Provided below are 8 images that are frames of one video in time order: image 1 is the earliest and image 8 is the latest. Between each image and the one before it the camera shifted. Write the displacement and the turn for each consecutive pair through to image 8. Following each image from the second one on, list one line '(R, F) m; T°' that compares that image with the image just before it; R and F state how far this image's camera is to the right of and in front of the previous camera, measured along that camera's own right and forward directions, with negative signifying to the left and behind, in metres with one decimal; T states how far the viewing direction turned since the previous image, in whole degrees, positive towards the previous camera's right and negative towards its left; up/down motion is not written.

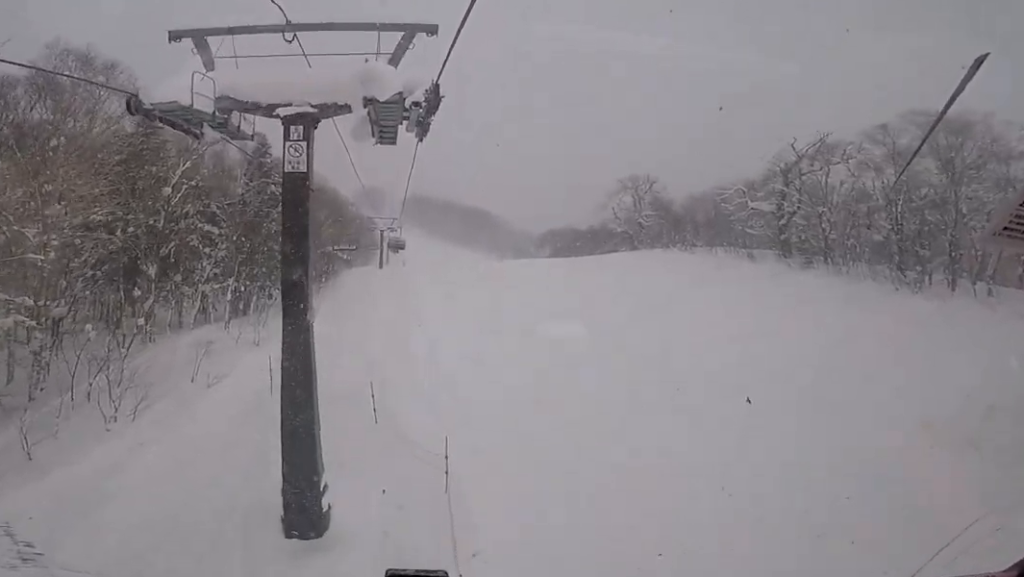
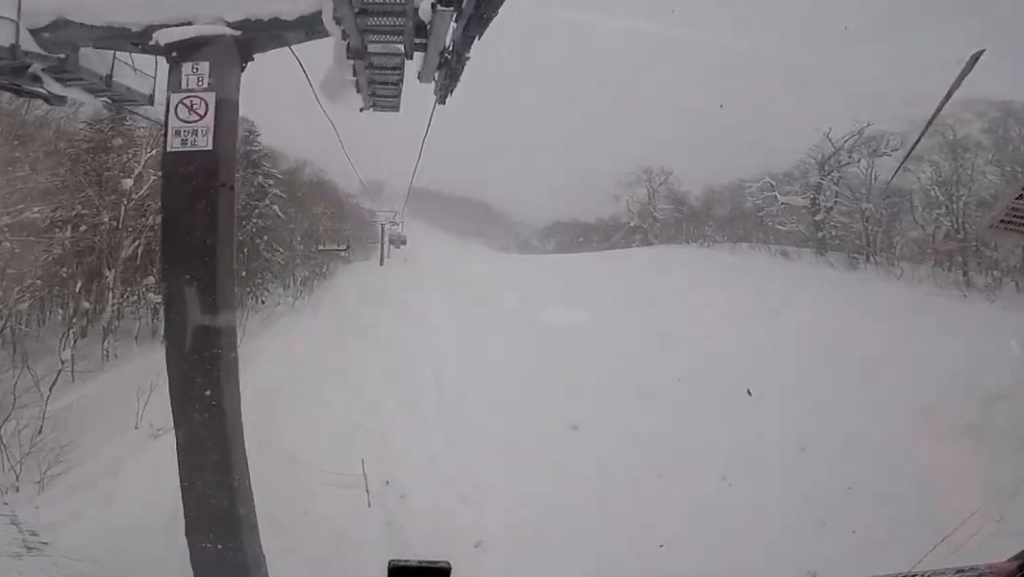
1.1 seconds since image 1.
(+0.5, +4.8) m; +3°
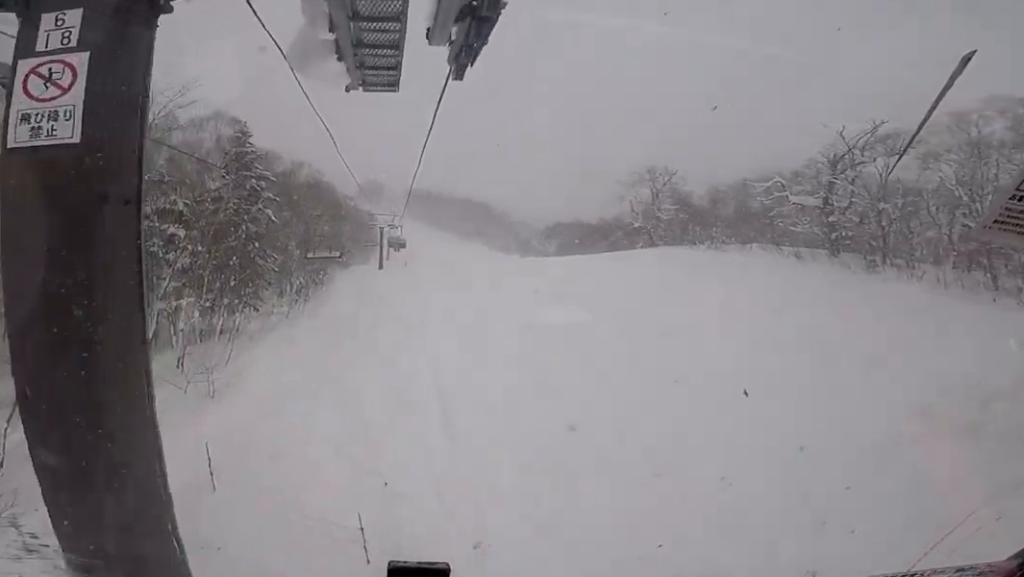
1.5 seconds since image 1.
(0.0, +1.9) m; 0°
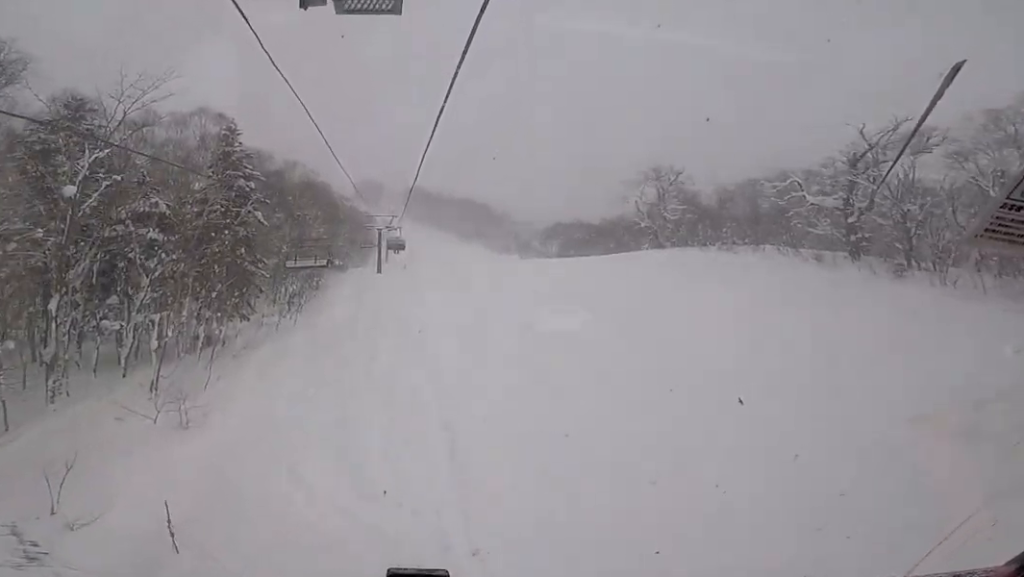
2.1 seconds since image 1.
(-0.4, +2.5) m; 0°
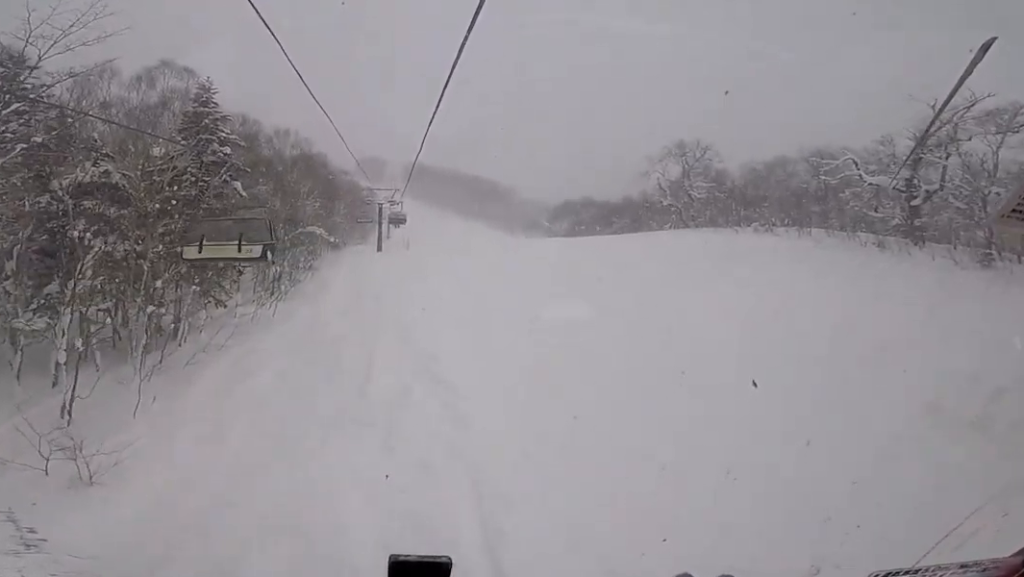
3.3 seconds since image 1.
(+0.5, +5.6) m; 0°
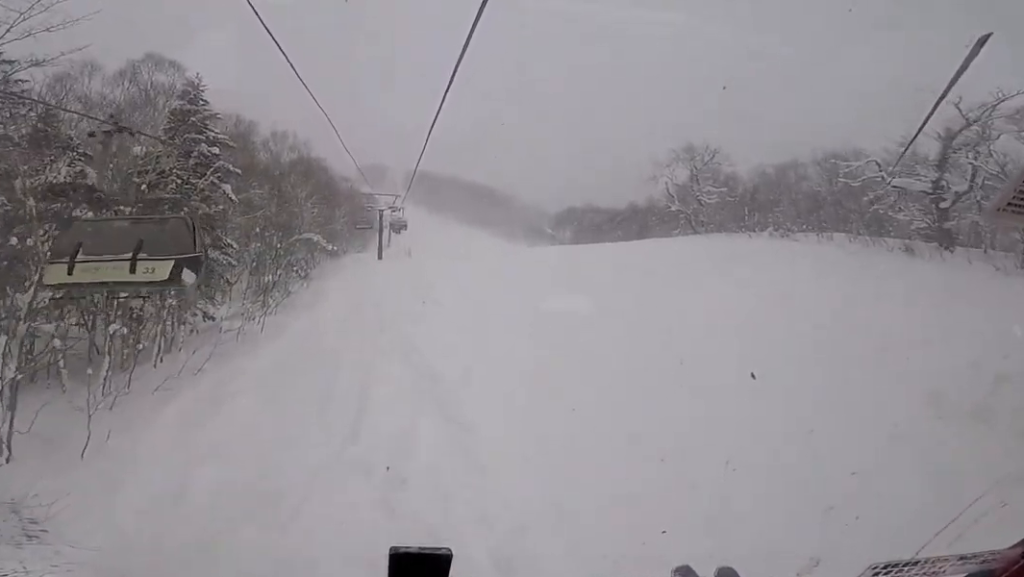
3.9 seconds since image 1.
(-0.3, +2.3) m; -5°
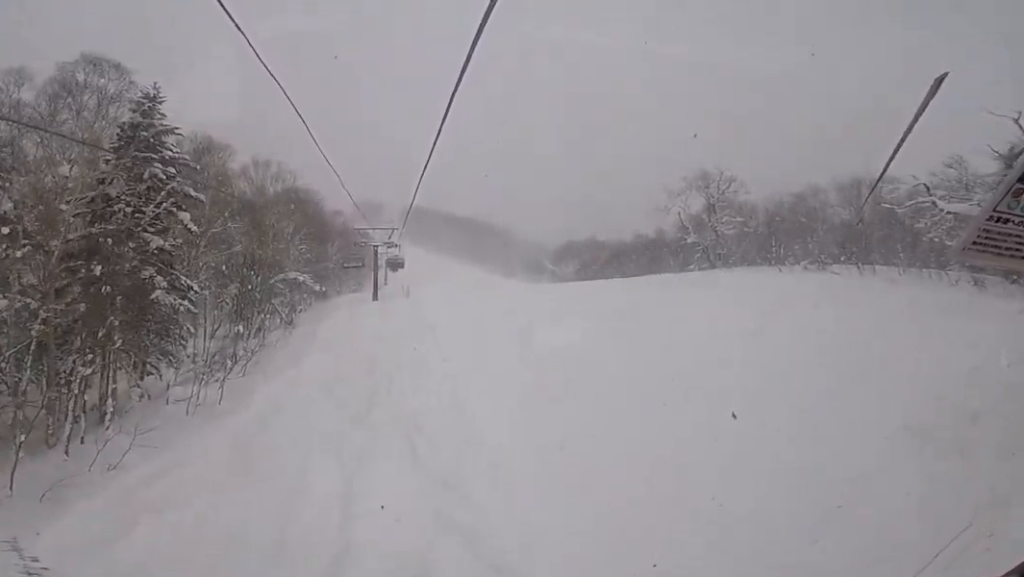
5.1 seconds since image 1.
(-0.4, +5.2) m; +2°
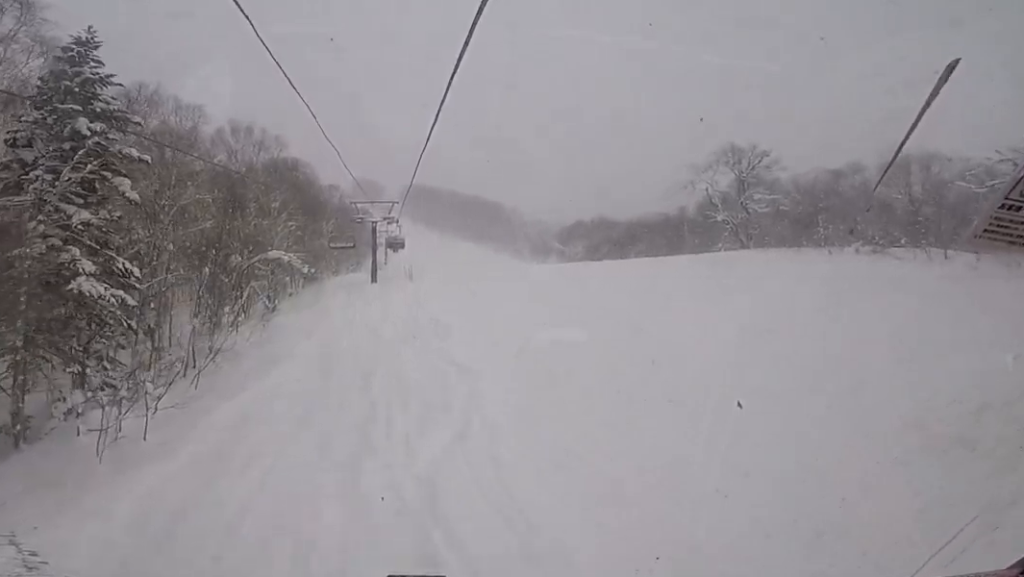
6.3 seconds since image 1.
(+0.7, +5.8) m; +2°
